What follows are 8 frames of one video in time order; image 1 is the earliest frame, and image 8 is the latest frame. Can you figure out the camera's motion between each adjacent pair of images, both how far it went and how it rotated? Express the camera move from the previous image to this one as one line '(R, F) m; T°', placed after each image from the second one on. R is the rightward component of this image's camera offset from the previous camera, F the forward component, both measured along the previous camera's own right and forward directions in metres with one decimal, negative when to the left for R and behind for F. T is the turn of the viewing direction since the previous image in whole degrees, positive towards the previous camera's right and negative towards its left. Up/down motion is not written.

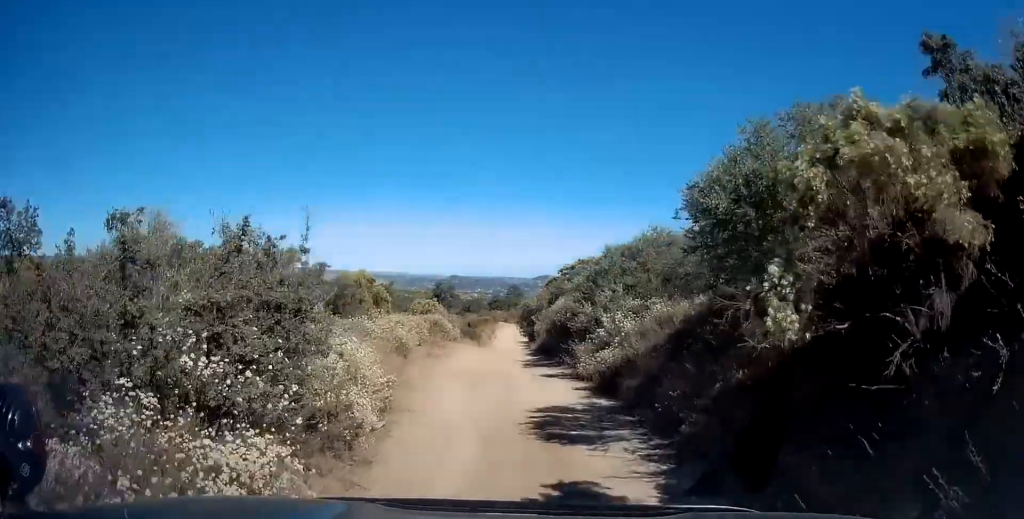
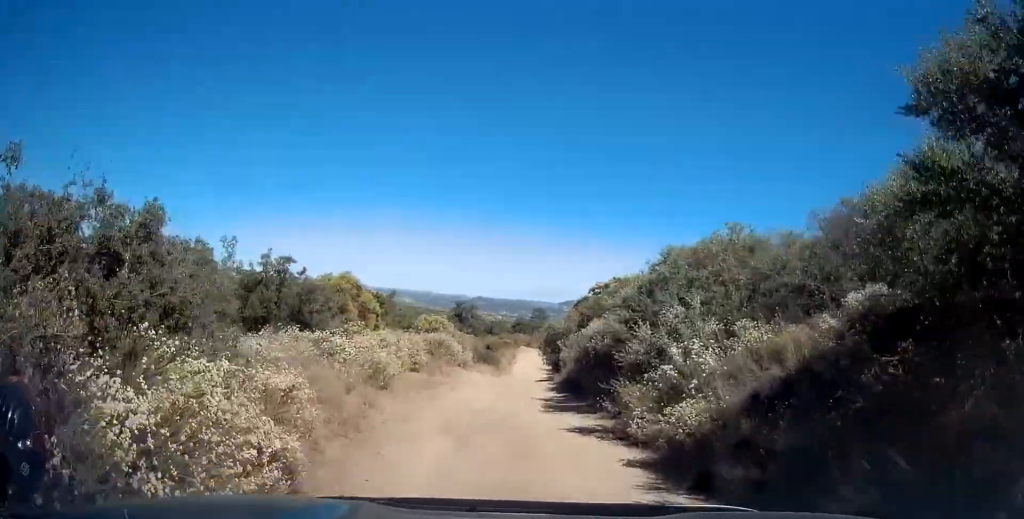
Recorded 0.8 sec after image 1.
(-0.2, +6.2) m; -3°
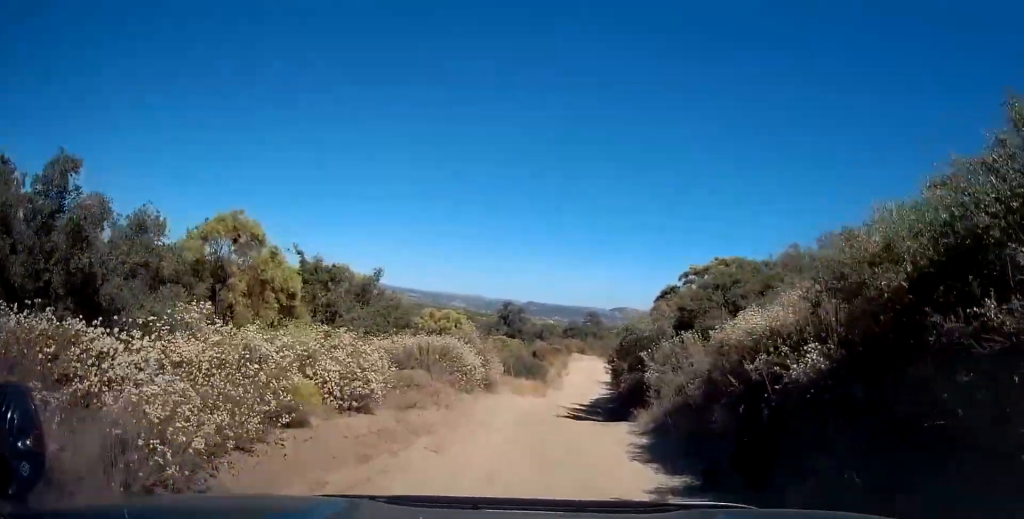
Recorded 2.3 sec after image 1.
(-0.6, +10.8) m; -2°
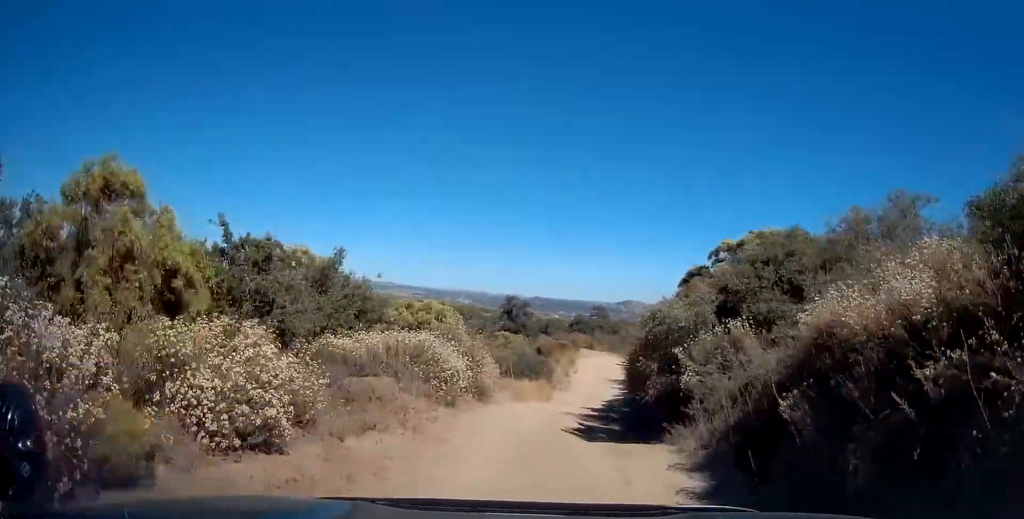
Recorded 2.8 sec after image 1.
(+0.2, +3.6) m; 0°
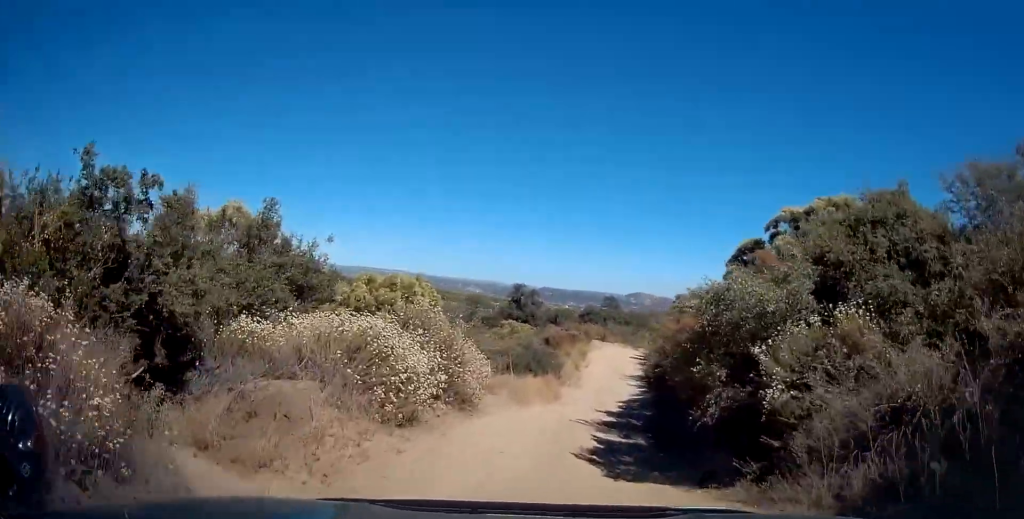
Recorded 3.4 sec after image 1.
(+0.1, +4.4) m; 0°
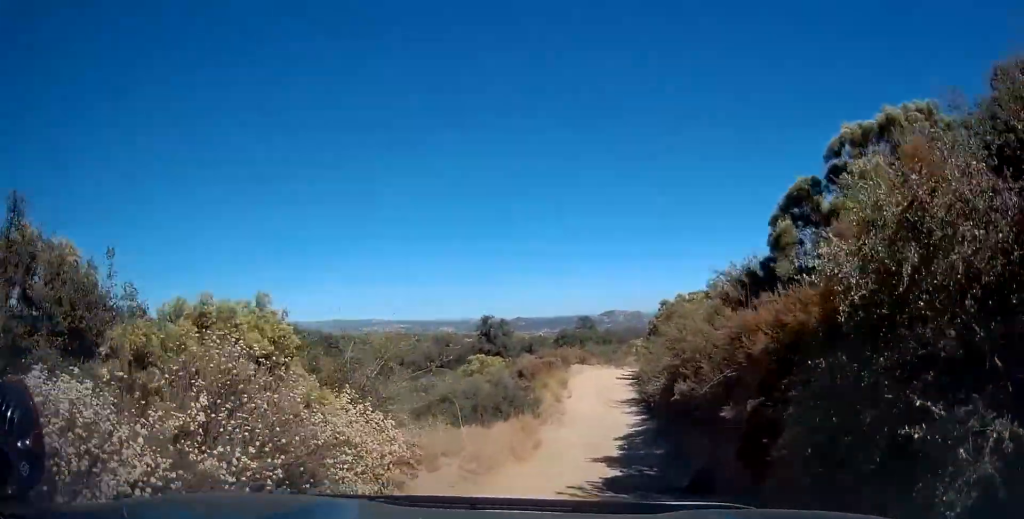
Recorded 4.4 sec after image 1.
(-0.2, +6.0) m; 0°
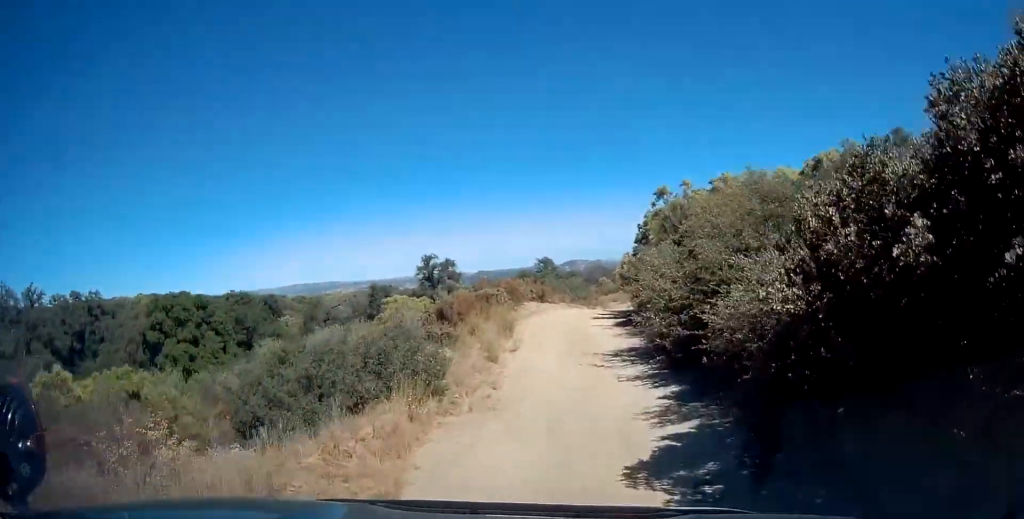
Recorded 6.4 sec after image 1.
(+0.6, +12.5) m; +3°
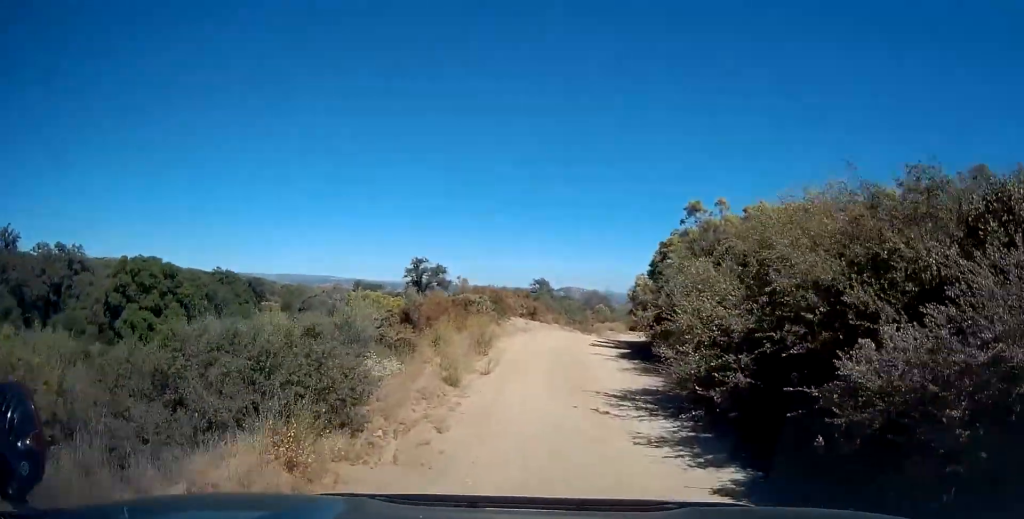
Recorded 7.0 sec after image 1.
(0.0, +4.0) m; +1°
